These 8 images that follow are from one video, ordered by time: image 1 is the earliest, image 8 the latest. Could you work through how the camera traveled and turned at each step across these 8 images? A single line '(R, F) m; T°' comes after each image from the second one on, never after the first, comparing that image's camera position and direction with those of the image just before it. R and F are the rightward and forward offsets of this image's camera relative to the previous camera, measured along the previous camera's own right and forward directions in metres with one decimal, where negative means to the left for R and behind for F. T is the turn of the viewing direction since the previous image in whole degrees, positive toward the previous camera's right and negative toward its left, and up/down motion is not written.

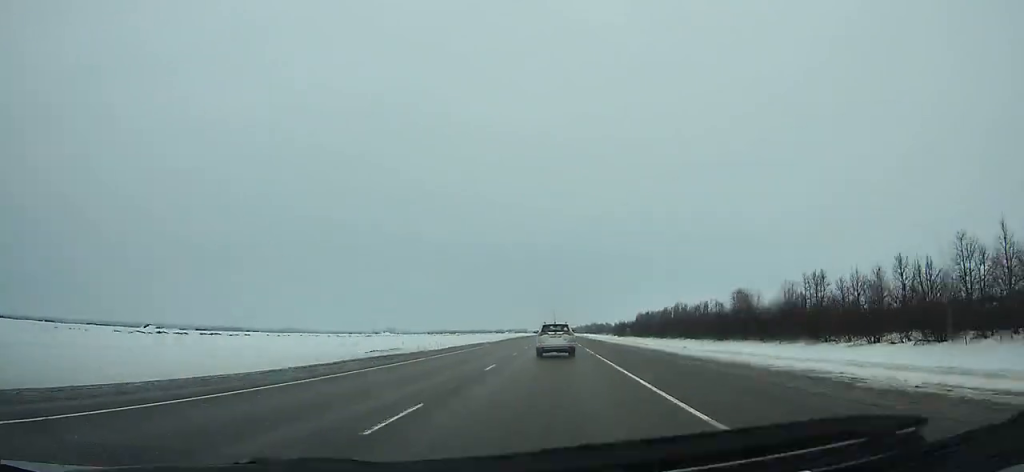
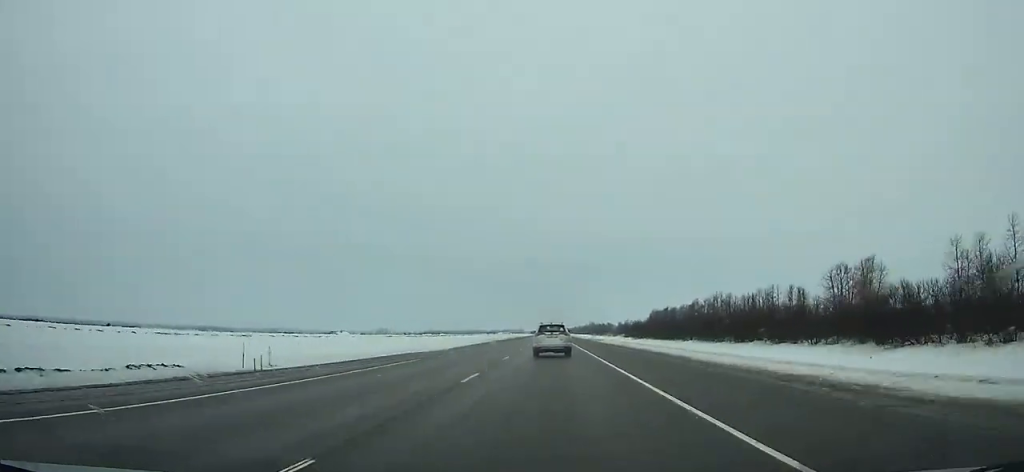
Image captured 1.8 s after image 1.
(0.0, +52.3) m; 0°
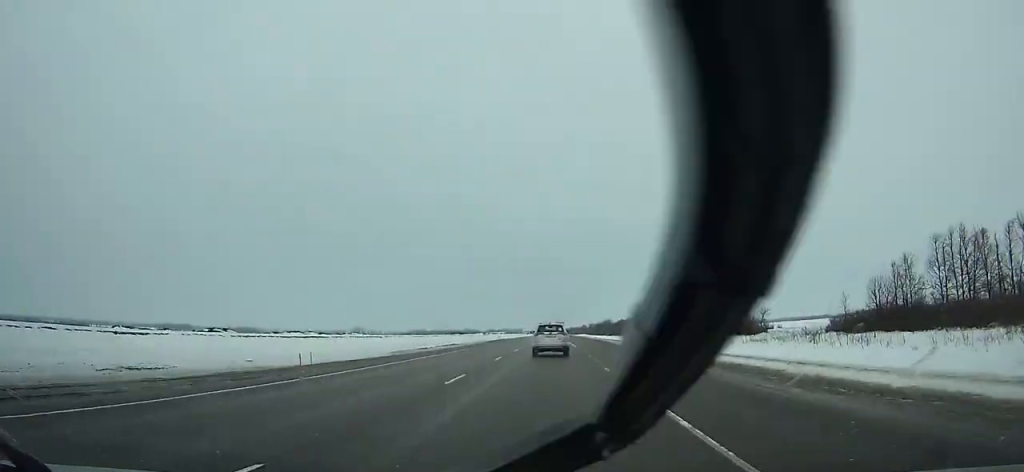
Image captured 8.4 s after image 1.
(-0.1, +190.3) m; 0°
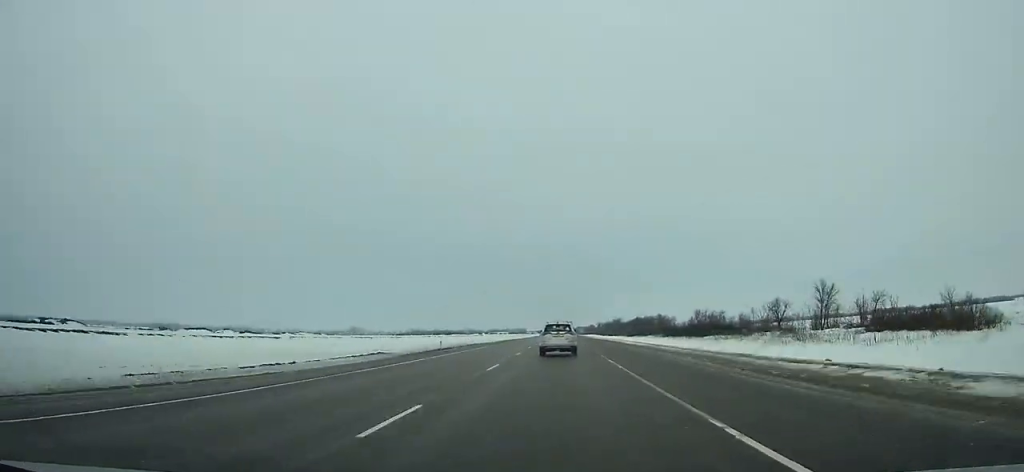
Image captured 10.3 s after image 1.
(-0.2, +54.3) m; 0°
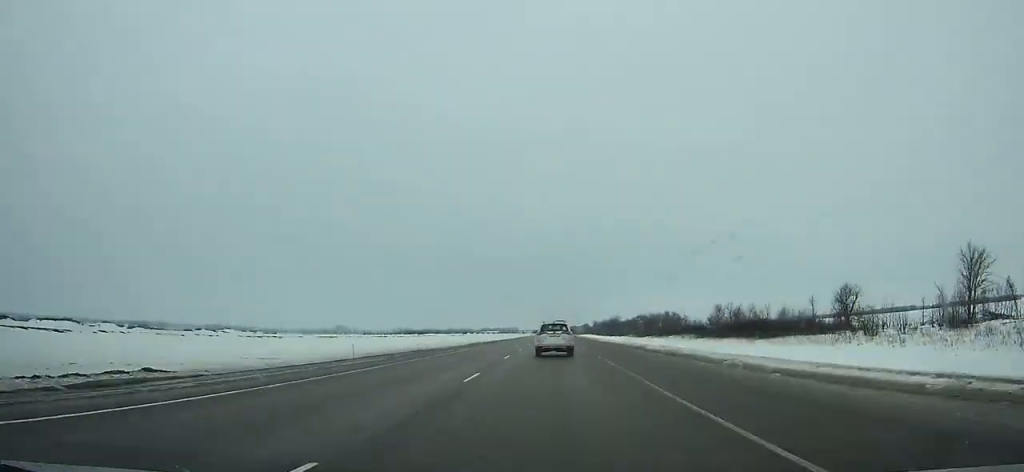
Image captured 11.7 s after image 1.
(+0.1, +39.6) m; 0°
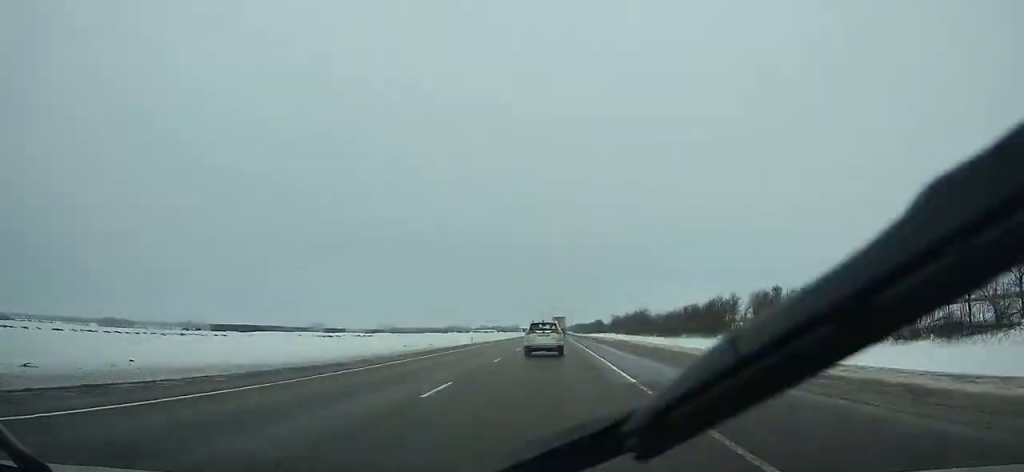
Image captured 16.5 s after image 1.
(0.0, +133.5) m; 0°
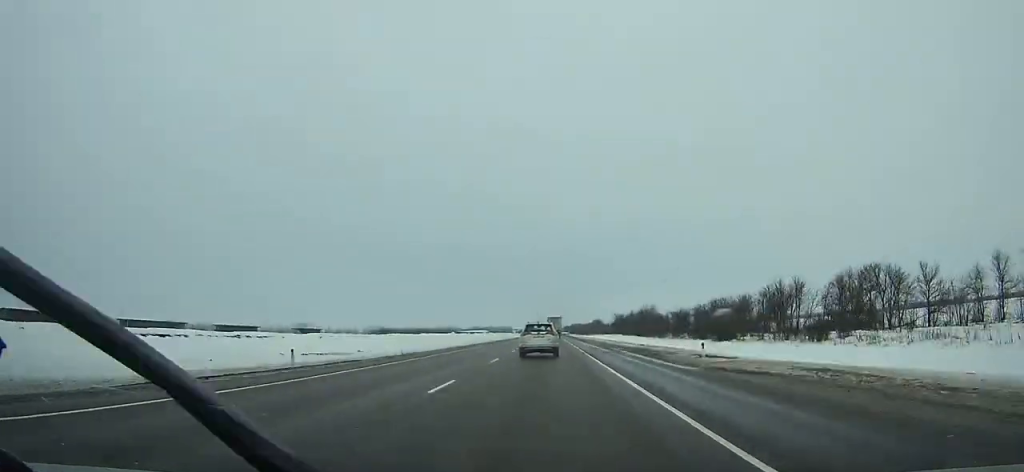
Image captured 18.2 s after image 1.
(+0.2, +46.0) m; 0°
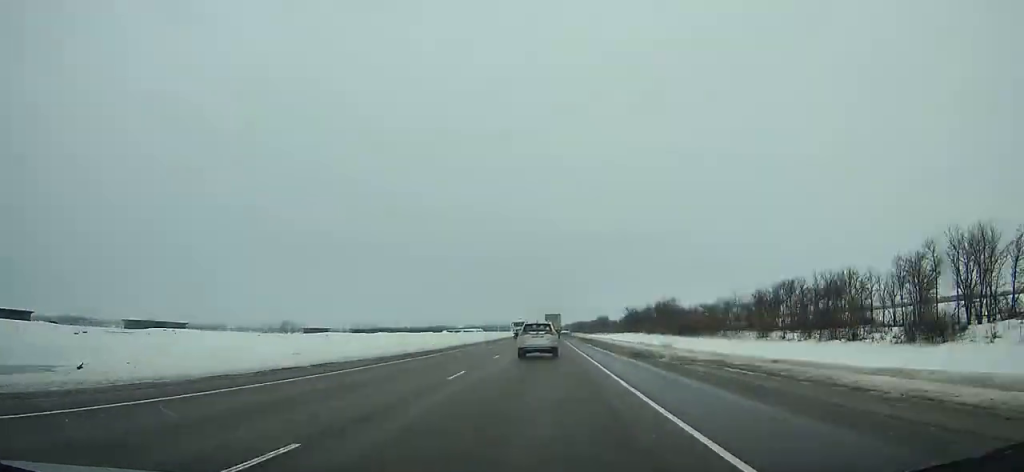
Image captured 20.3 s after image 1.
(+0.2, +56.1) m; 0°
